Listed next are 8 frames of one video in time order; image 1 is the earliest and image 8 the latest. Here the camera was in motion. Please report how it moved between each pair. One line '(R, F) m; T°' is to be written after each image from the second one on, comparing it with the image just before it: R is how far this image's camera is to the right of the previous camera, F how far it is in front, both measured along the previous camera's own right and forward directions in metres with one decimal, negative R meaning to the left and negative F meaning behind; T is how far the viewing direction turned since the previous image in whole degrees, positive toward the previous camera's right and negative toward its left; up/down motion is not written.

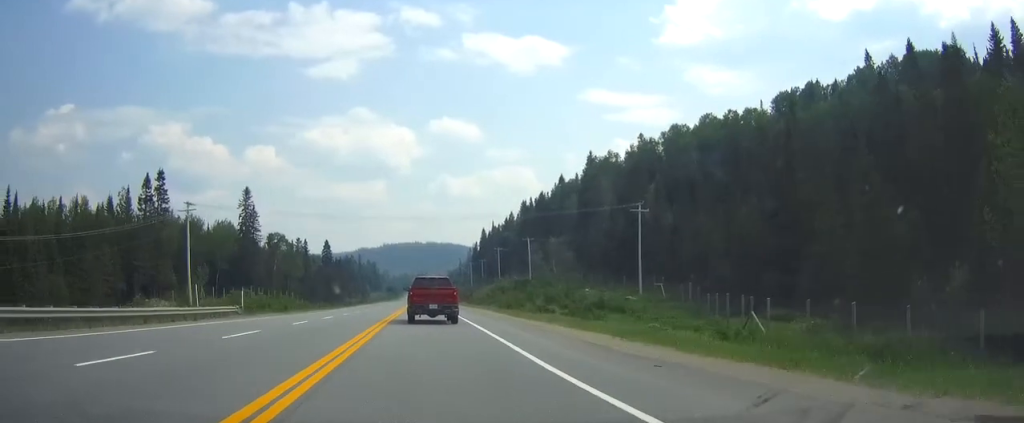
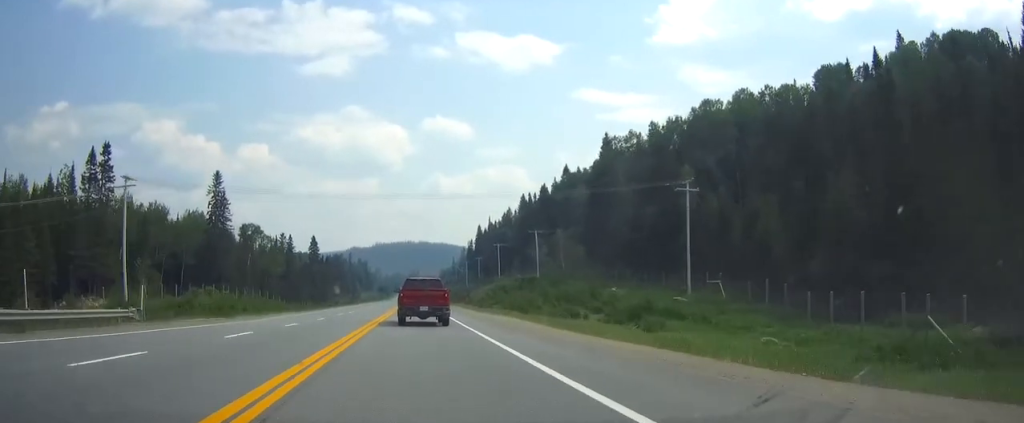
(+0.2, +18.1) m; +2°
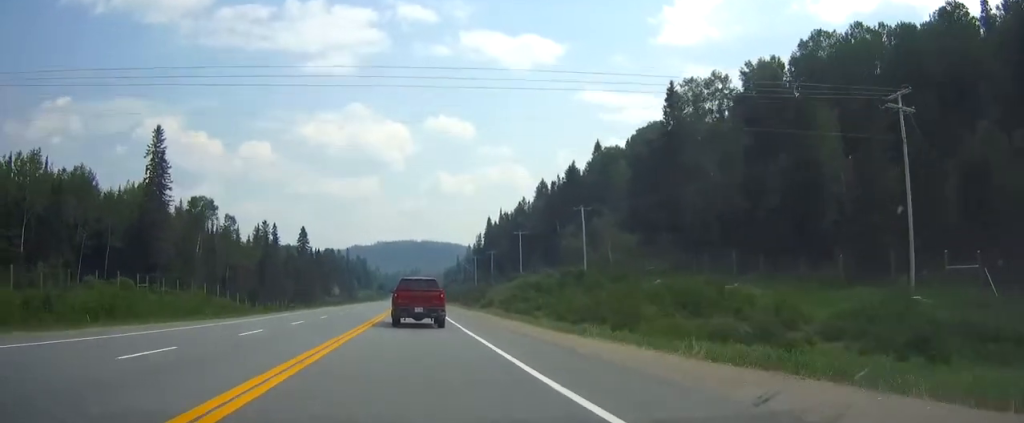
(+0.5, +34.1) m; +1°
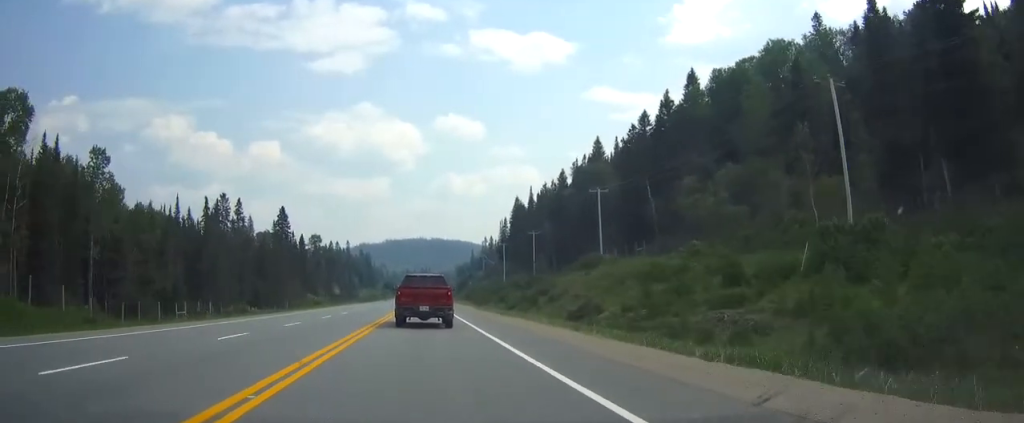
(-0.4, +57.6) m; -1°
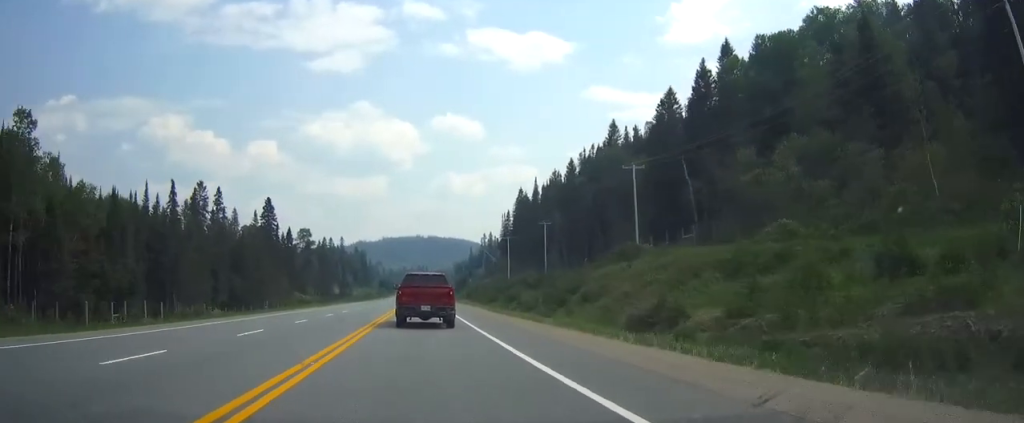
(0.0, +16.0) m; 0°
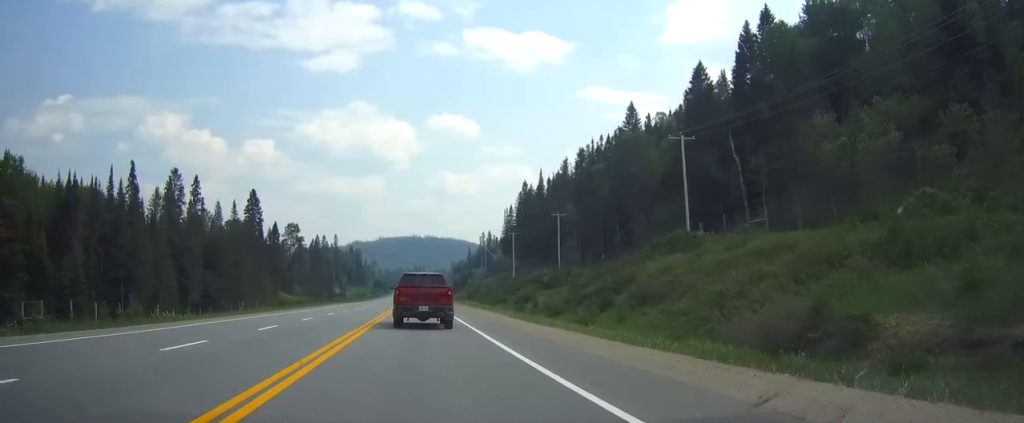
(0.0, +15.0) m; 0°
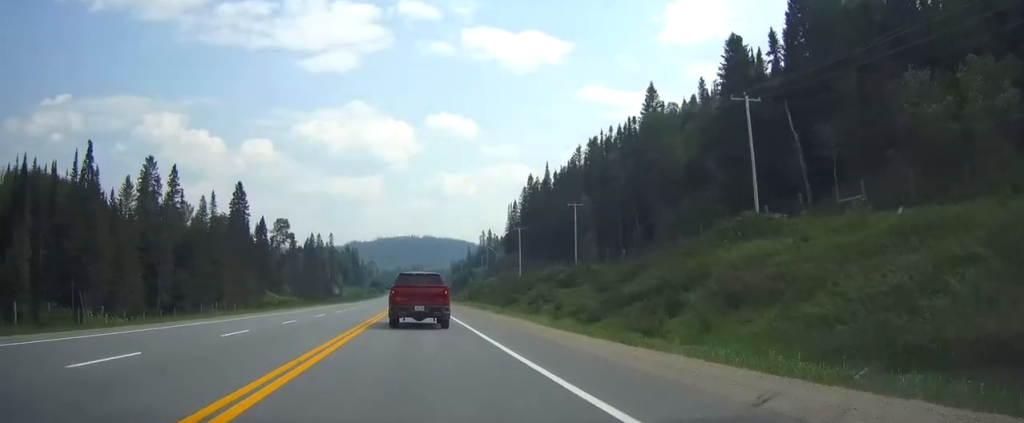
(0.0, +13.1) m; 0°
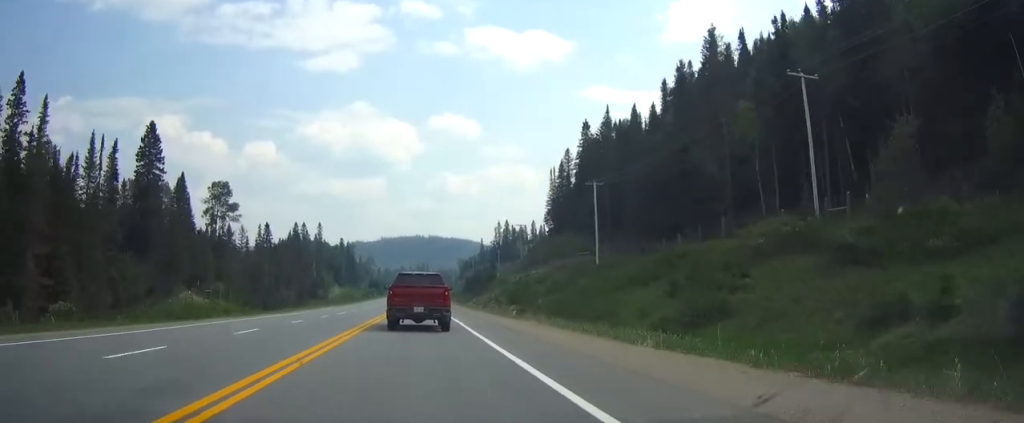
(0.0, +61.6) m; 0°
